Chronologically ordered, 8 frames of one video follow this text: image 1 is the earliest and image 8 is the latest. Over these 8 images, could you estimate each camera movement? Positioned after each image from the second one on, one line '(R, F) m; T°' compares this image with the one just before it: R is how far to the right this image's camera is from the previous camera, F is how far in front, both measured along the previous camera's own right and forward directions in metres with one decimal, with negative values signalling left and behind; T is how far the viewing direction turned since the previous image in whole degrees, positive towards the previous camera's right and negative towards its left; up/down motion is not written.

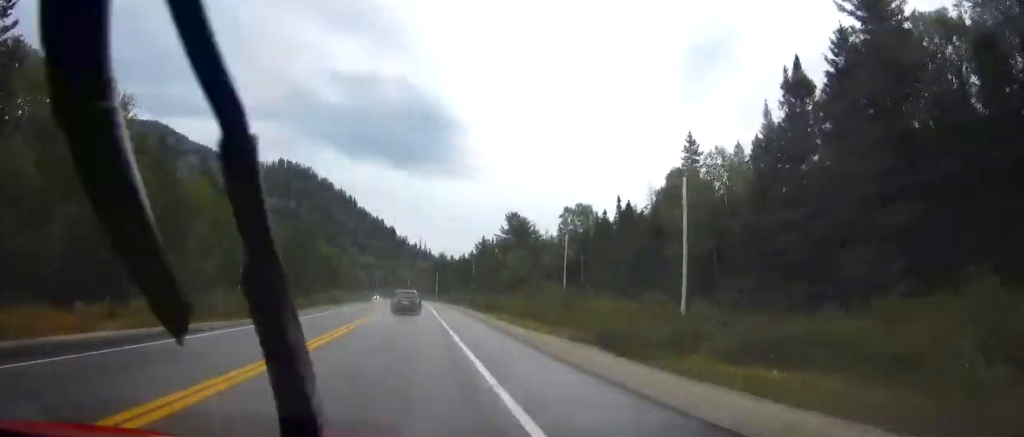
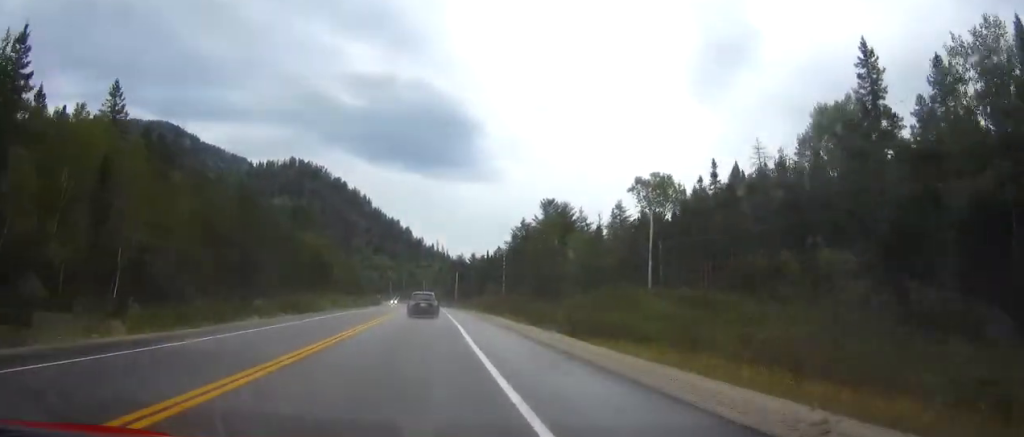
(-0.5, +30.0) m; -1°
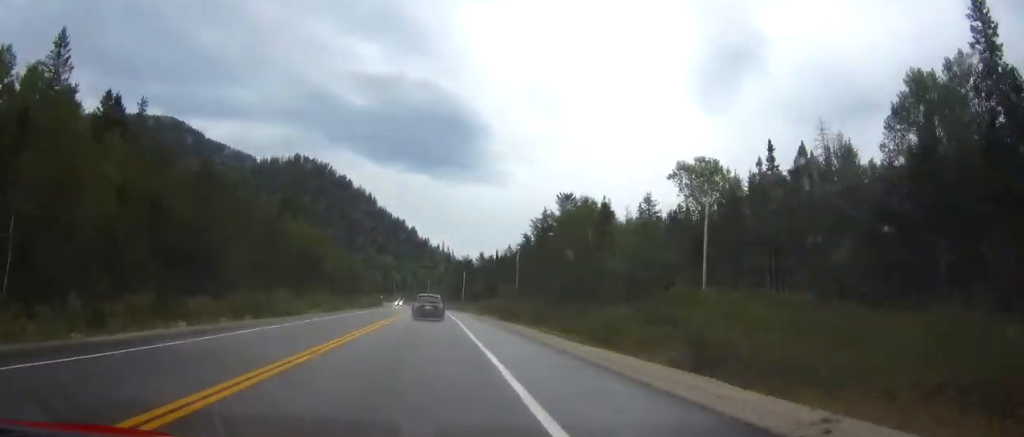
(-0.1, +11.7) m; 0°
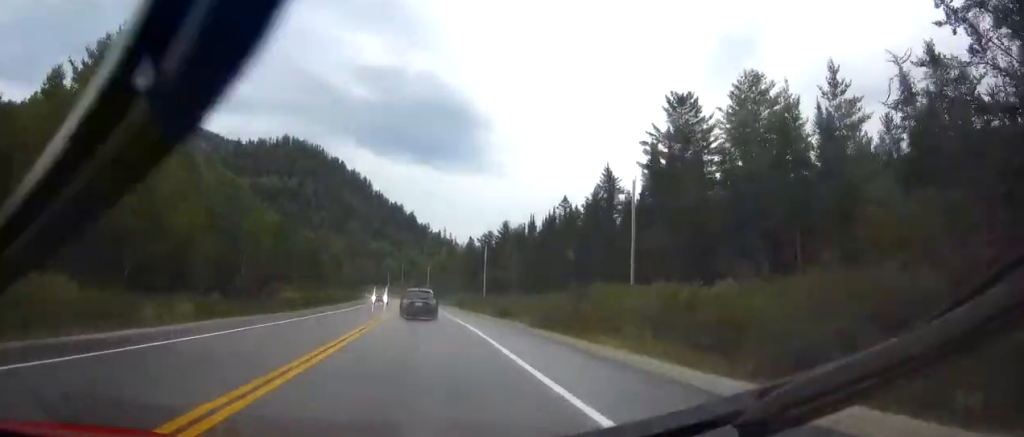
(-0.1, +62.6) m; -1°
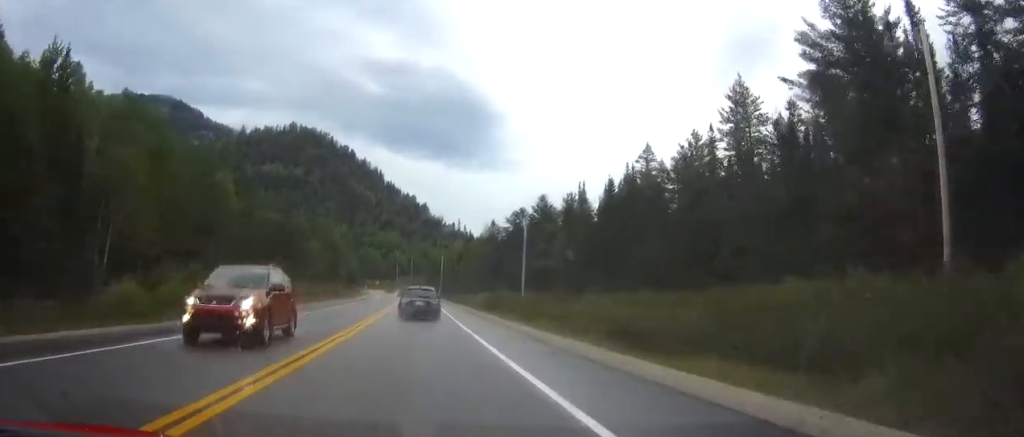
(-0.2, +30.7) m; -1°
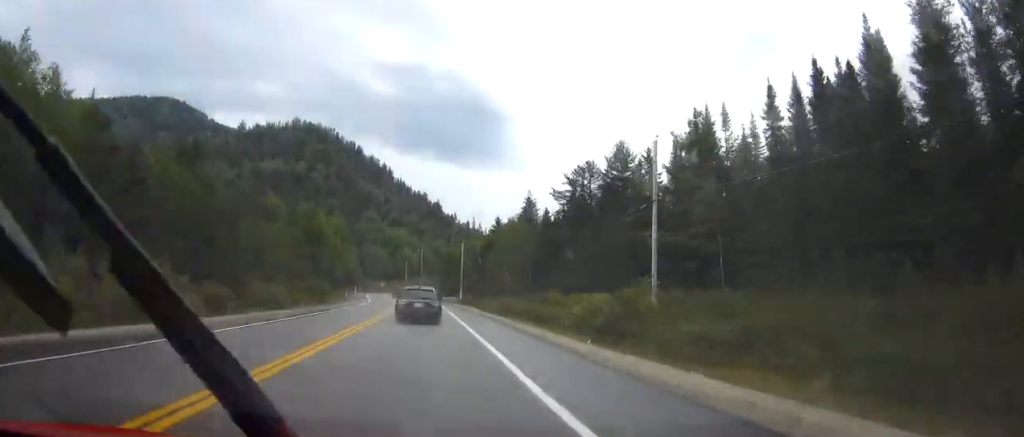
(-0.3, +38.5) m; -1°
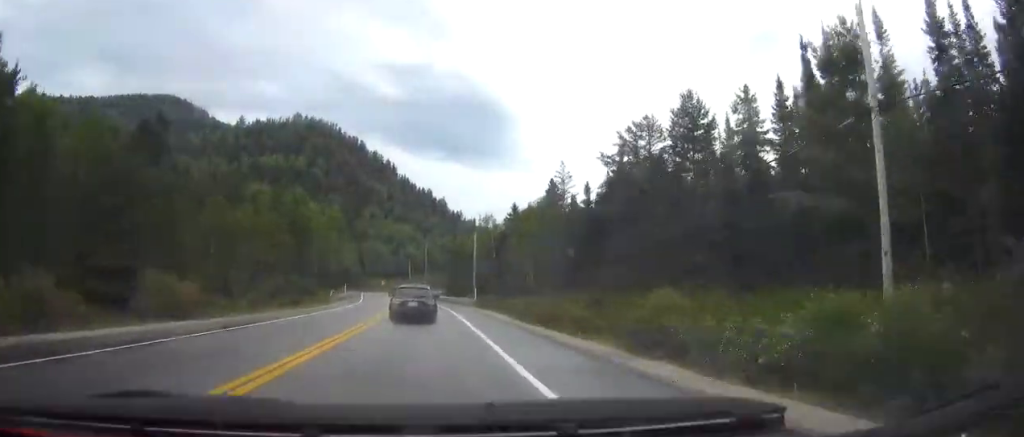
(-0.1, +17.6) m; -1°
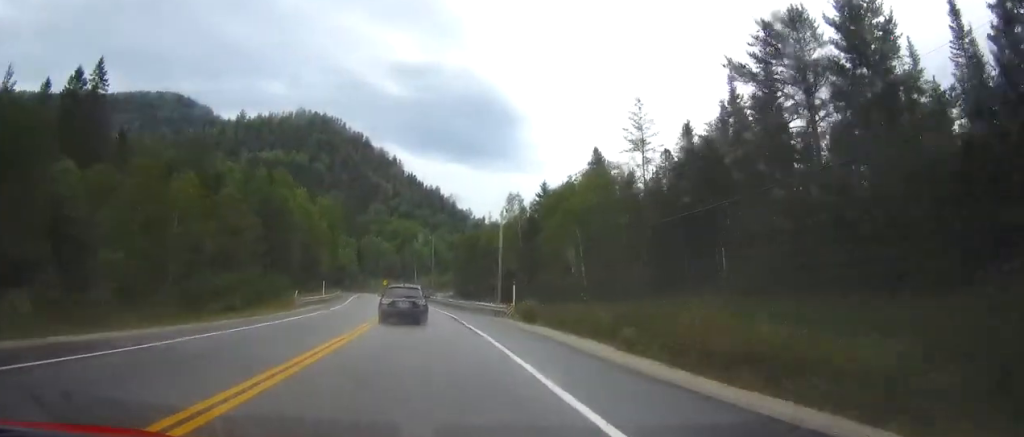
(0.0, +21.9) m; -1°
